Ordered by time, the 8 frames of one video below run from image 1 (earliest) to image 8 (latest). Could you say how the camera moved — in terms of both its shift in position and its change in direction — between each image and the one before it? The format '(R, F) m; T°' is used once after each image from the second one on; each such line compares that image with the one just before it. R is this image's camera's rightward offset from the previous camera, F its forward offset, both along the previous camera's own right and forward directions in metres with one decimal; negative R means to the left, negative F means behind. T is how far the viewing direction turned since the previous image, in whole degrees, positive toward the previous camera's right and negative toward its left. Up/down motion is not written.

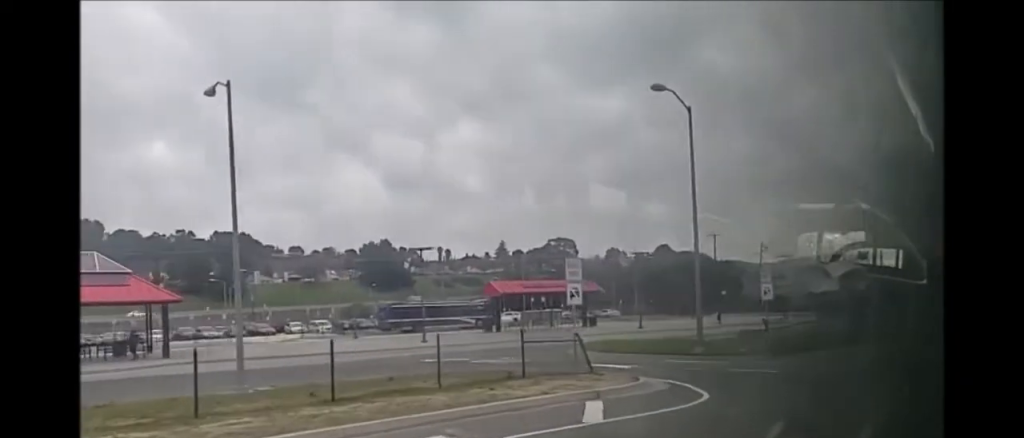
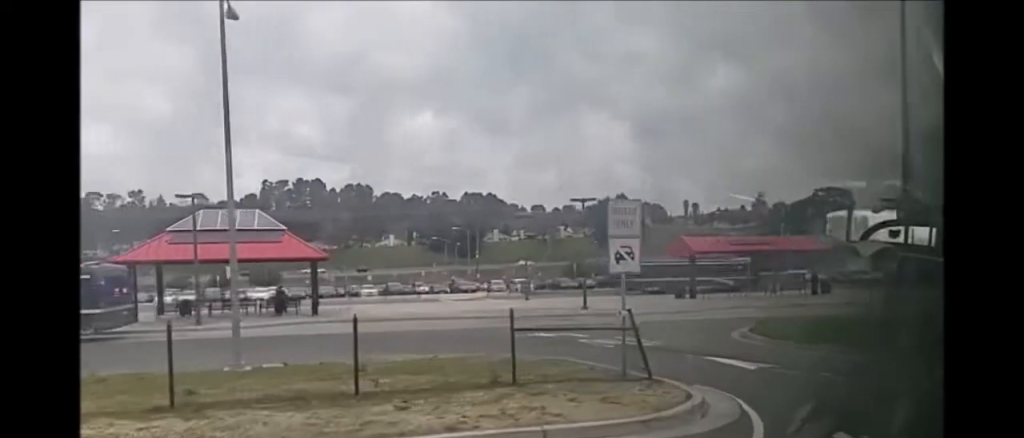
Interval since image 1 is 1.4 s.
(-0.6, +6.9) m; -13°
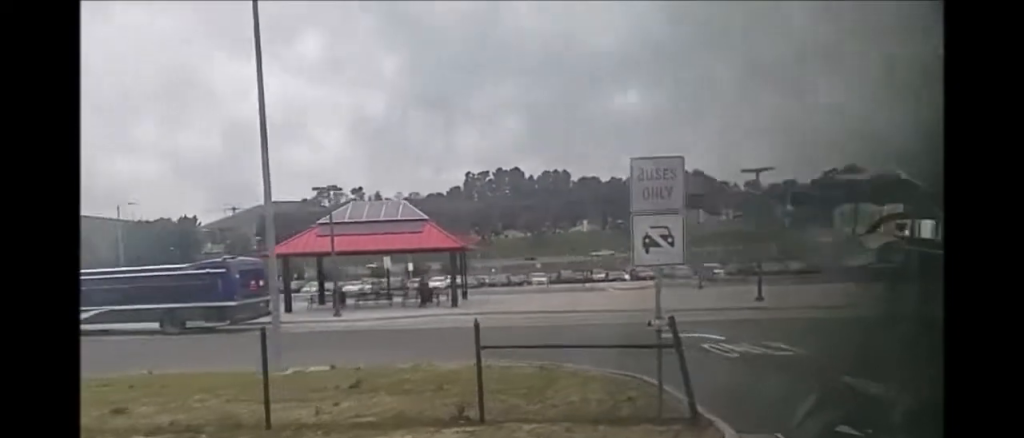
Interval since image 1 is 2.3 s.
(-0.3, +3.8) m; -22°
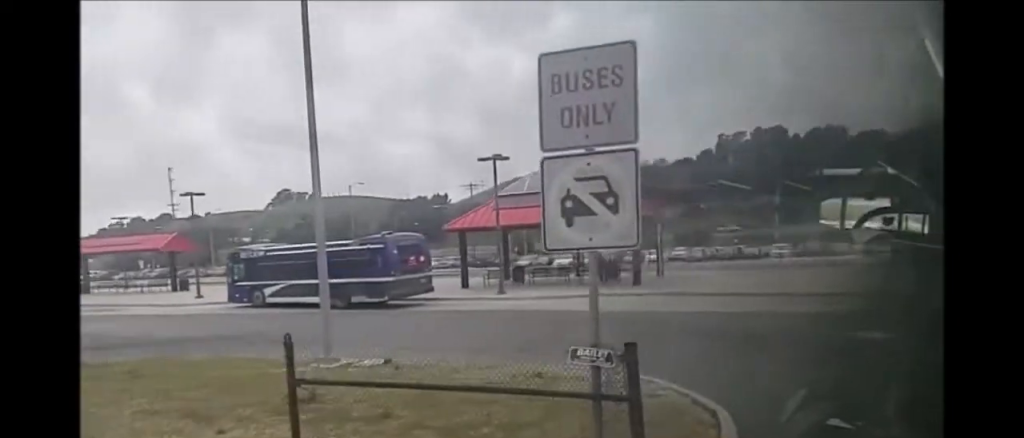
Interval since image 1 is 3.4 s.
(-1.6, +4.3) m; -35°
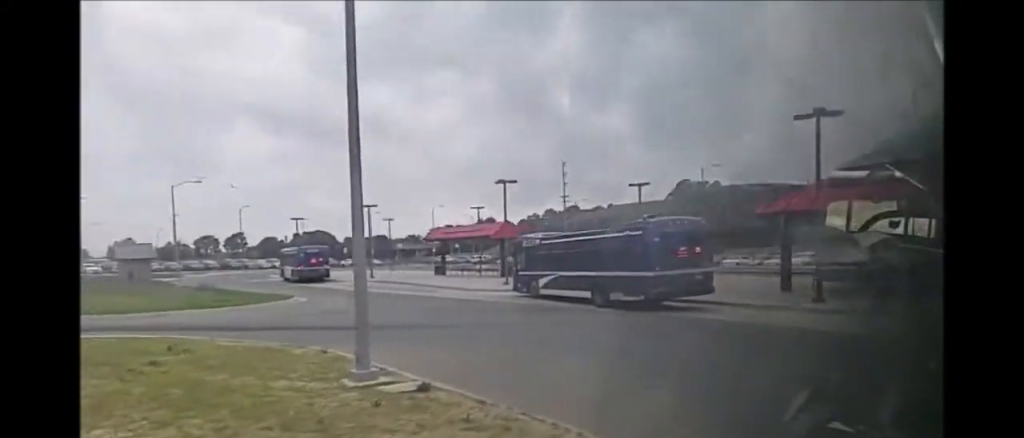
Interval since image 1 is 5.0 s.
(-2.0, +7.1) m; -25°
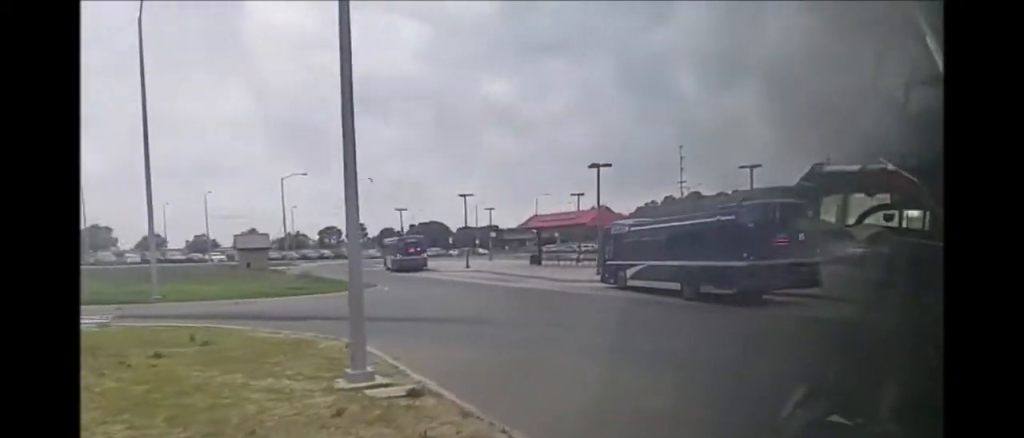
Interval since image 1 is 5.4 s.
(-0.1, +1.8) m; -9°
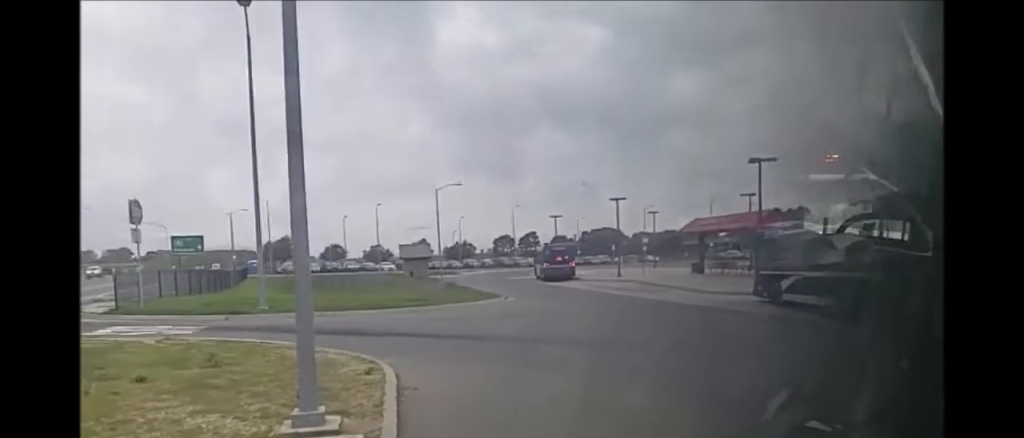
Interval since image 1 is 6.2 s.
(-0.1, +2.8) m; -20°
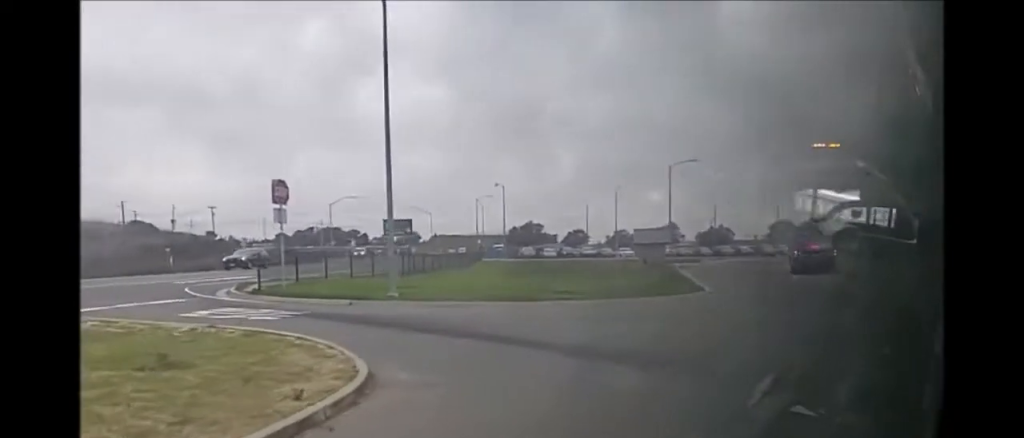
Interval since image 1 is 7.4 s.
(-1.5, +5.5) m; -18°
